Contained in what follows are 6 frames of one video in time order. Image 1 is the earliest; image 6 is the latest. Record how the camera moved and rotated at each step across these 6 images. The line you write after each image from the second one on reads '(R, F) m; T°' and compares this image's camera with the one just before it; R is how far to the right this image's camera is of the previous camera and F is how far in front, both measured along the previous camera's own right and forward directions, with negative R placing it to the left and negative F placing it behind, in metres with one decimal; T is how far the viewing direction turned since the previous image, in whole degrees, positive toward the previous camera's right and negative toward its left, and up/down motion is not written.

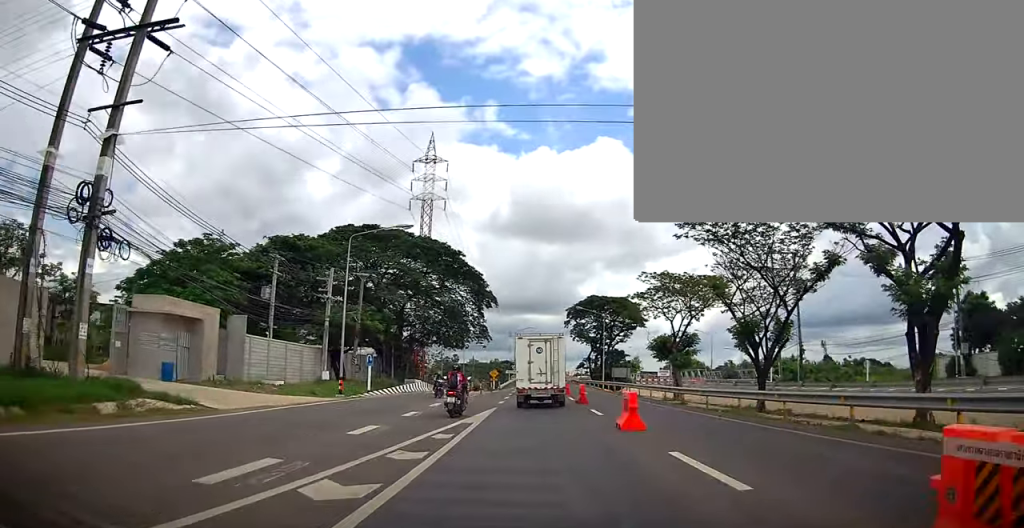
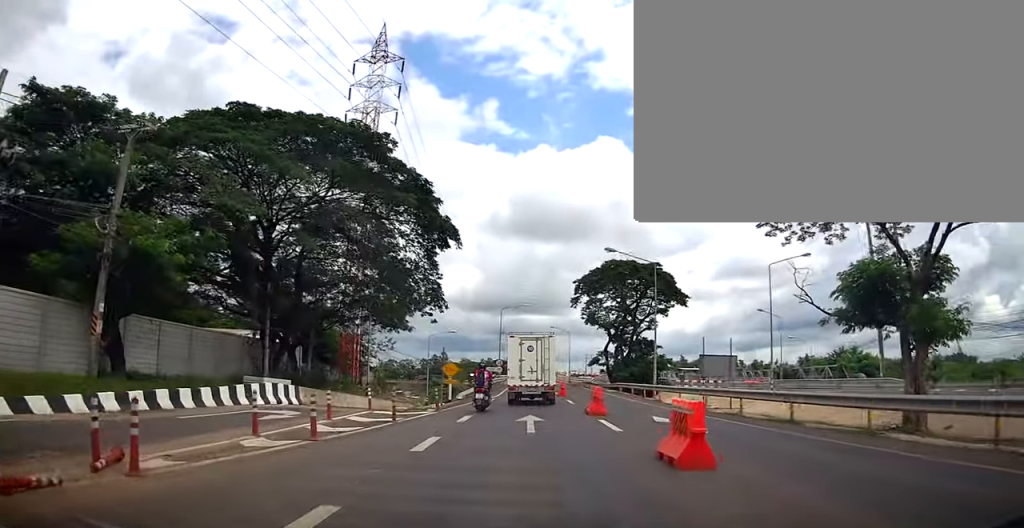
(0.0, +30.2) m; 0°
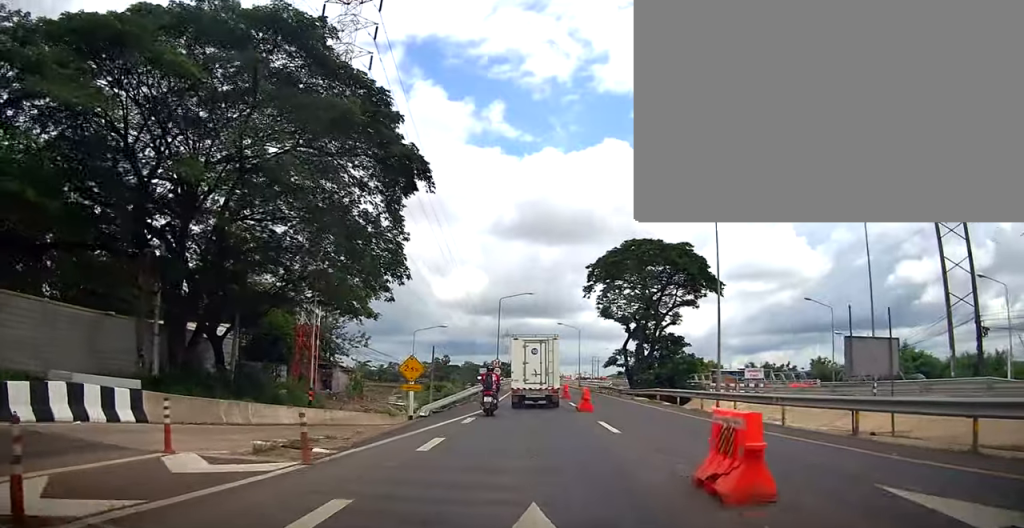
(0.0, +12.1) m; 0°
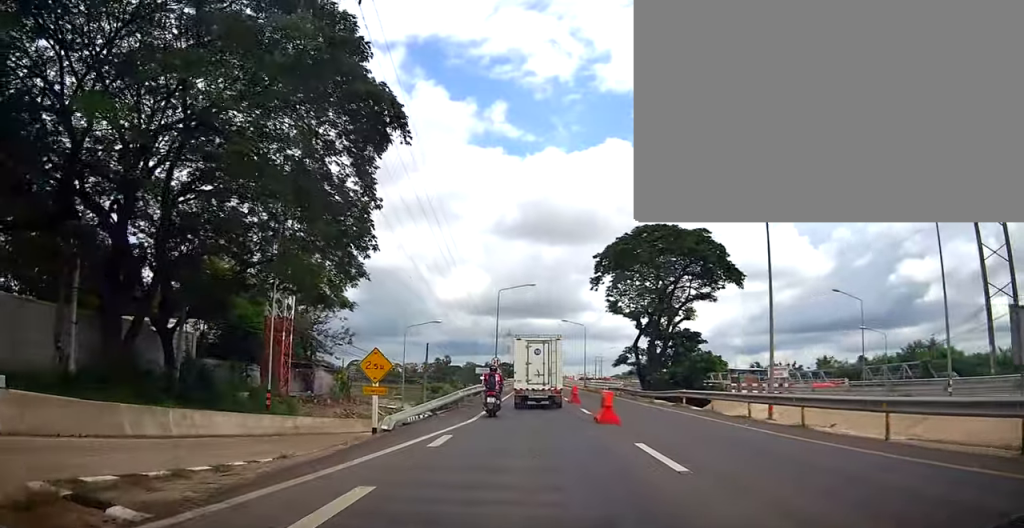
(0.0, +5.4) m; 0°
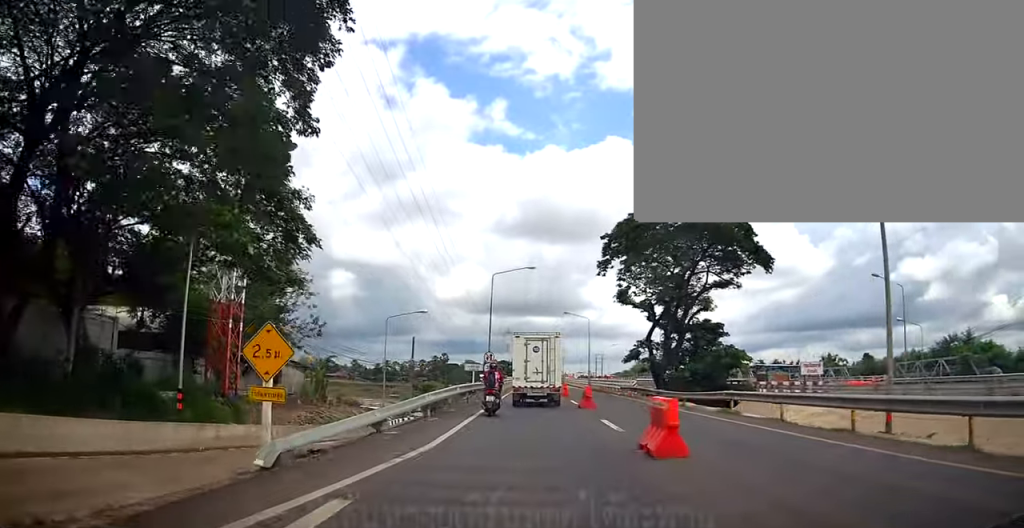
(0.0, +6.8) m; 0°
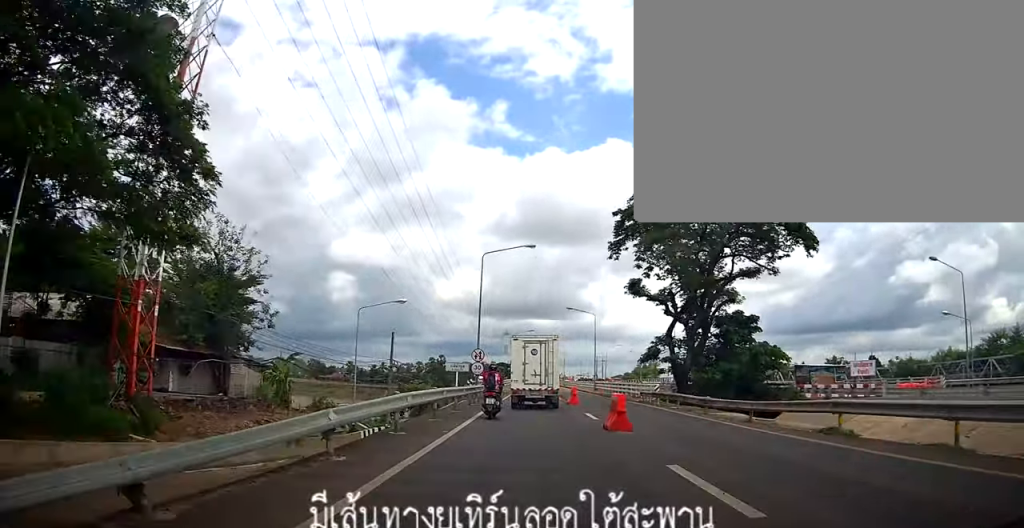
(0.0, +7.8) m; +4°
